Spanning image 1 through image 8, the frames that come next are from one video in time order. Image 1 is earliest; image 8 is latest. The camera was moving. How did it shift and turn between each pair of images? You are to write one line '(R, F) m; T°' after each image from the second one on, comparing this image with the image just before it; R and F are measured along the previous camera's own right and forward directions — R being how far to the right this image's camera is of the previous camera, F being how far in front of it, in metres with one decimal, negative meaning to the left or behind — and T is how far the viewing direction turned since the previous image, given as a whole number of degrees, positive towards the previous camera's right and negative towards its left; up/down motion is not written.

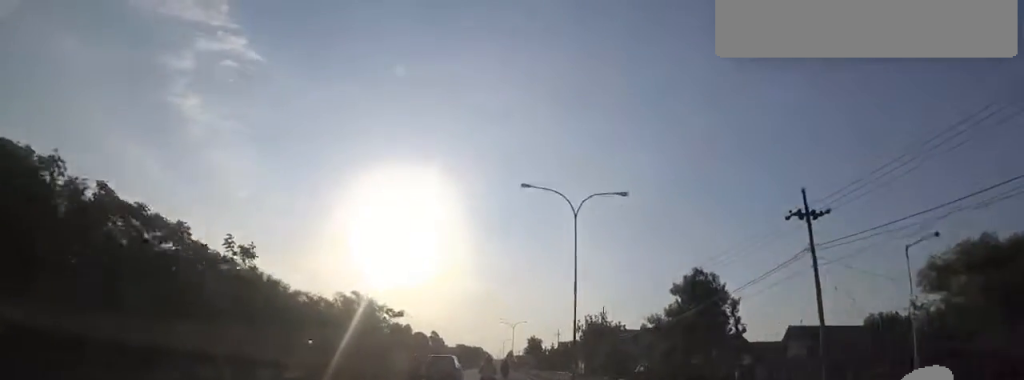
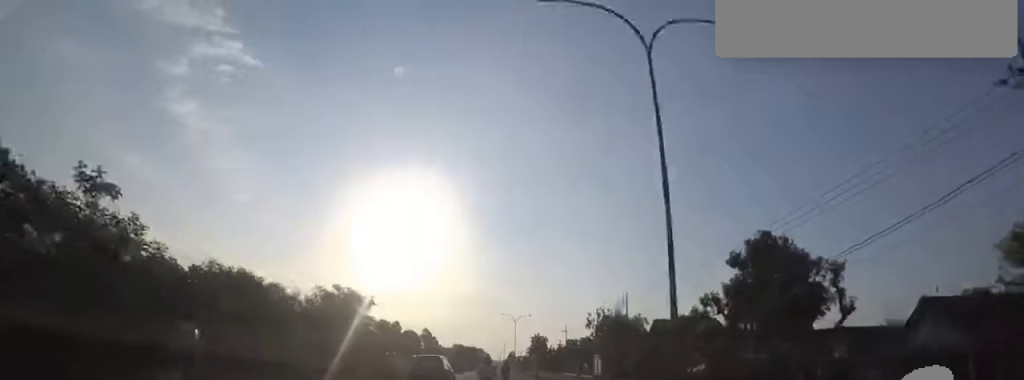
(-0.1, +13.8) m; 0°
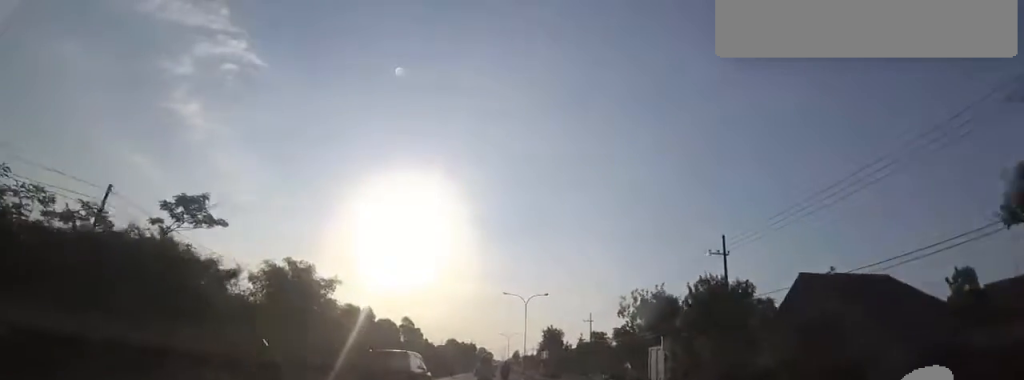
(+0.2, +26.3) m; 0°
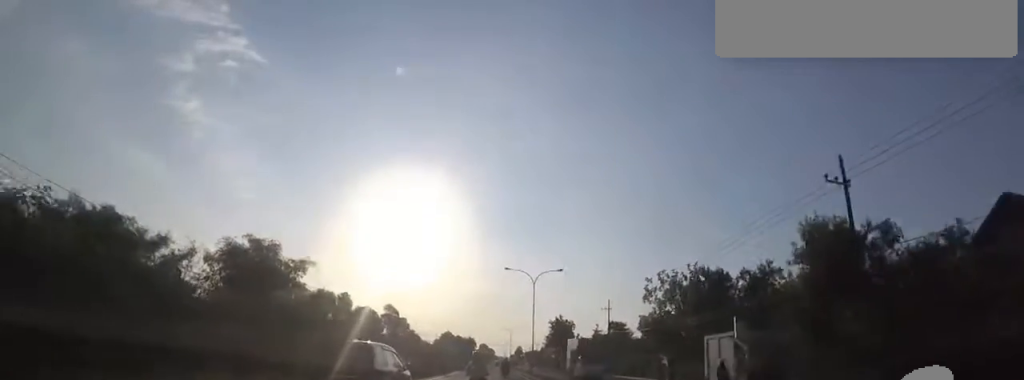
(+0.2, +13.2) m; -1°
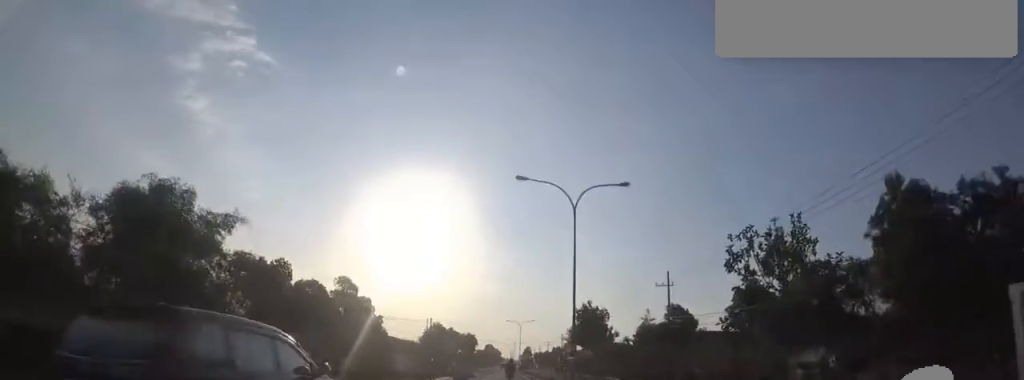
(-0.6, +24.0) m; -1°
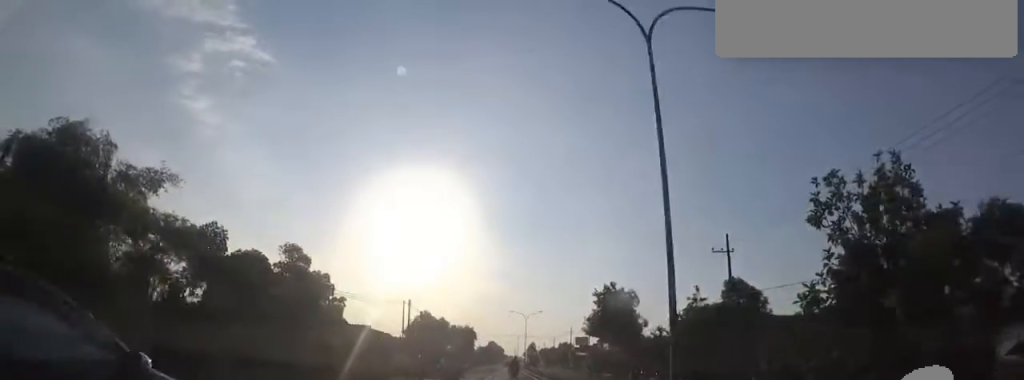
(0.0, +12.8) m; 0°
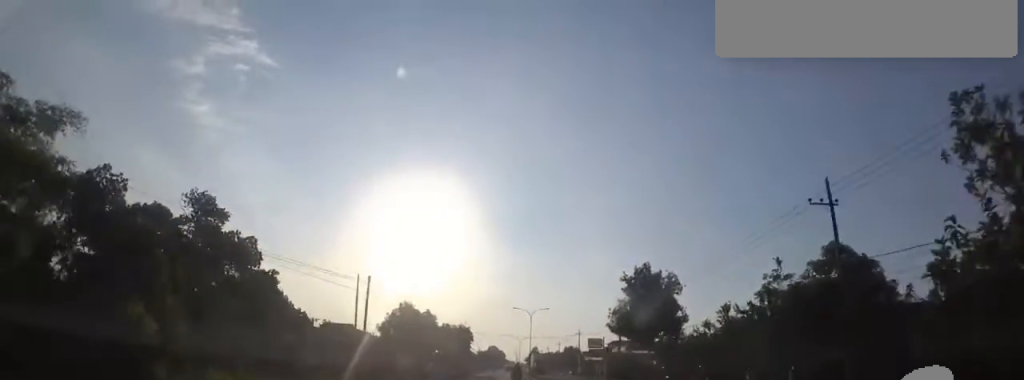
(0.0, +12.1) m; 0°
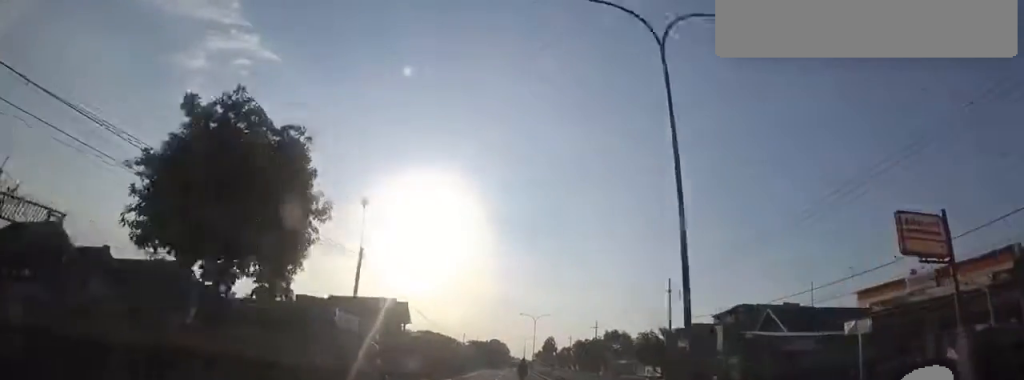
(+0.8, +62.9) m; 0°
